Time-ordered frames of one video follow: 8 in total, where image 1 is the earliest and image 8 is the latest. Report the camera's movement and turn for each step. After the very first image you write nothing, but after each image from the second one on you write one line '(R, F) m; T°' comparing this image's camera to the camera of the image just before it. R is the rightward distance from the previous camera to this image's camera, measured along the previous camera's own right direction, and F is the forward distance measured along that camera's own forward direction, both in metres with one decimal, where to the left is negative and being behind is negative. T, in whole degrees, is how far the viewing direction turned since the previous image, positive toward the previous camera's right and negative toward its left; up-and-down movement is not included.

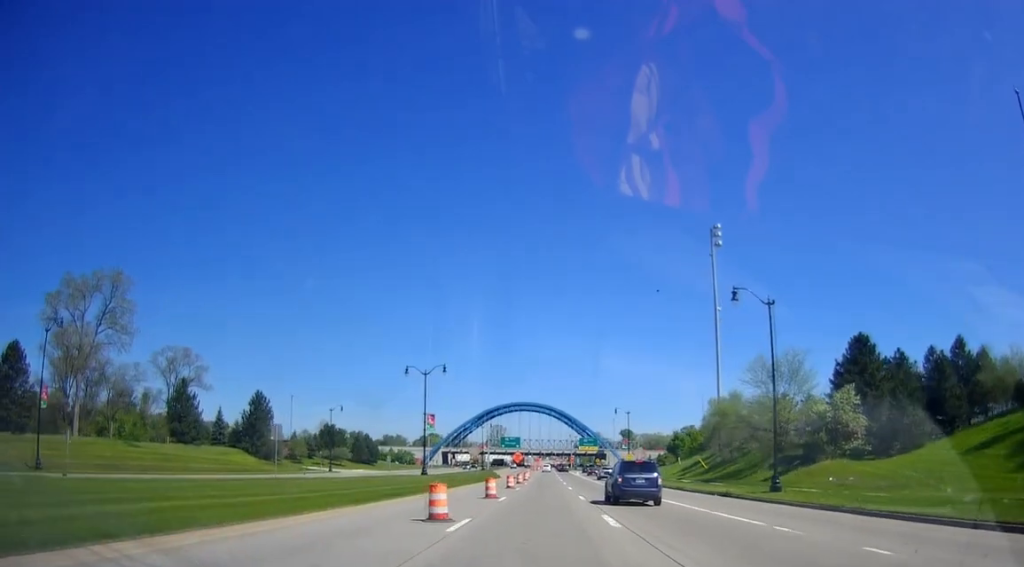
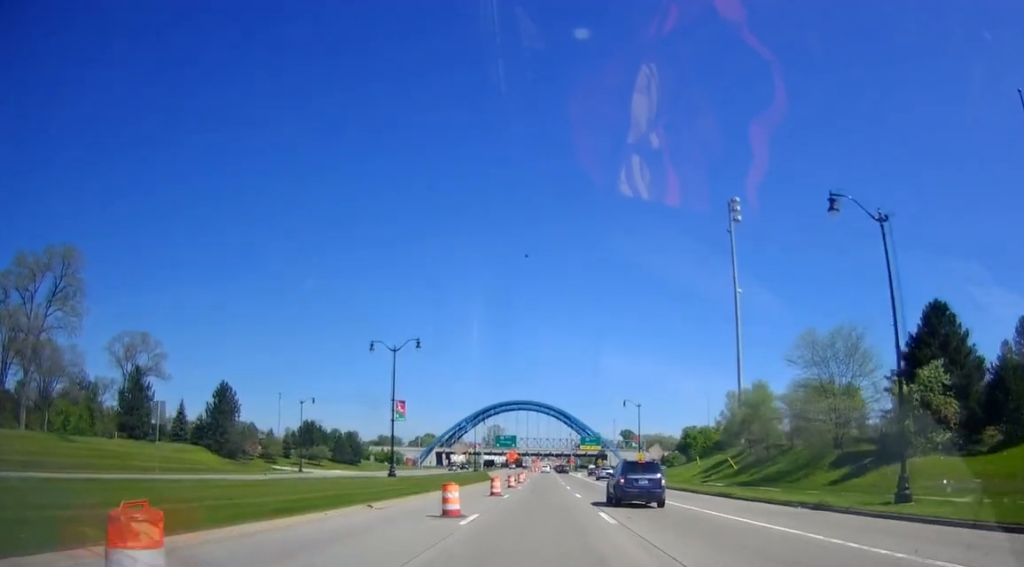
(+0.5, +13.1) m; +2°
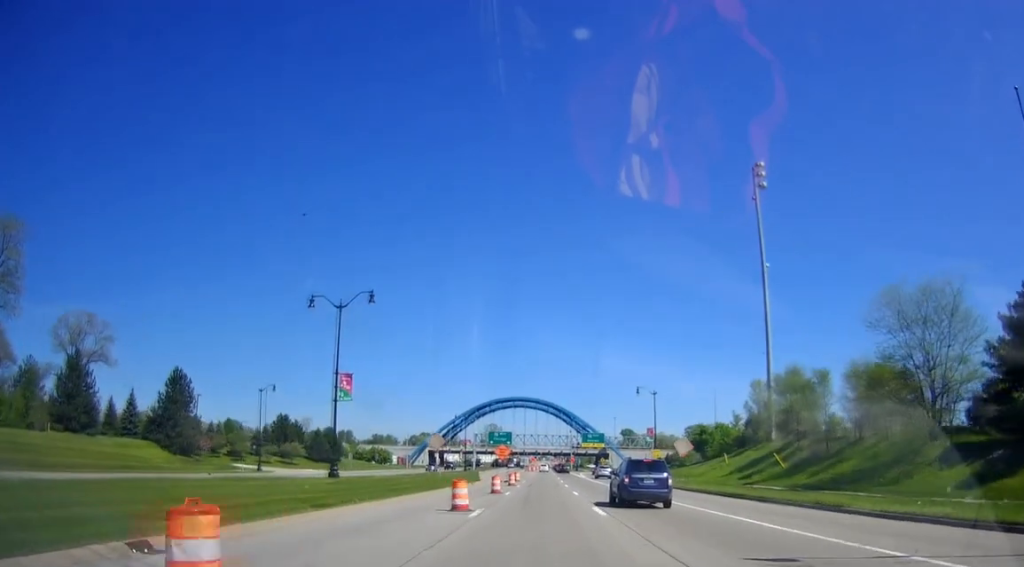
(+0.1, +14.4) m; 0°
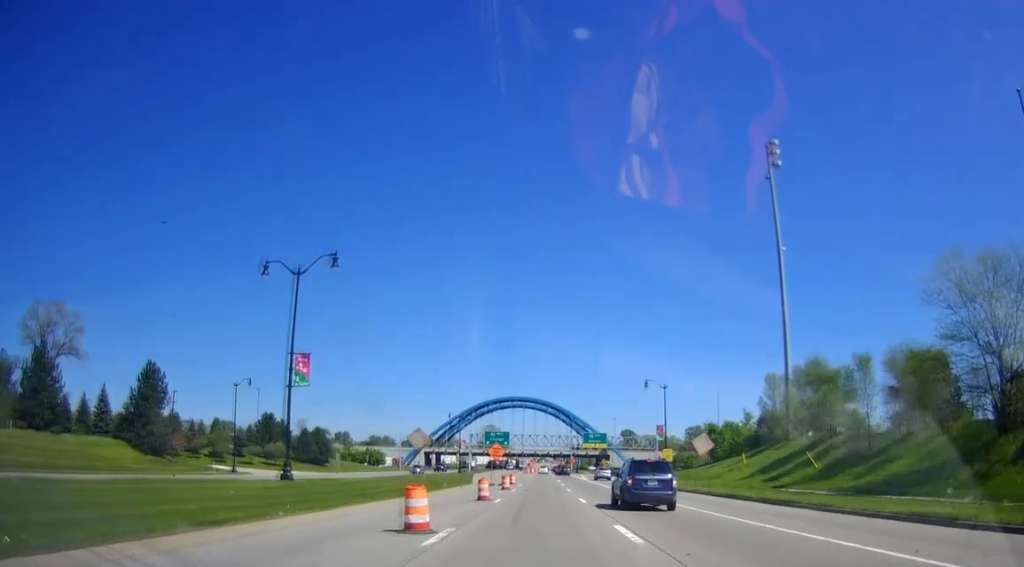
(0.0, +7.2) m; 0°
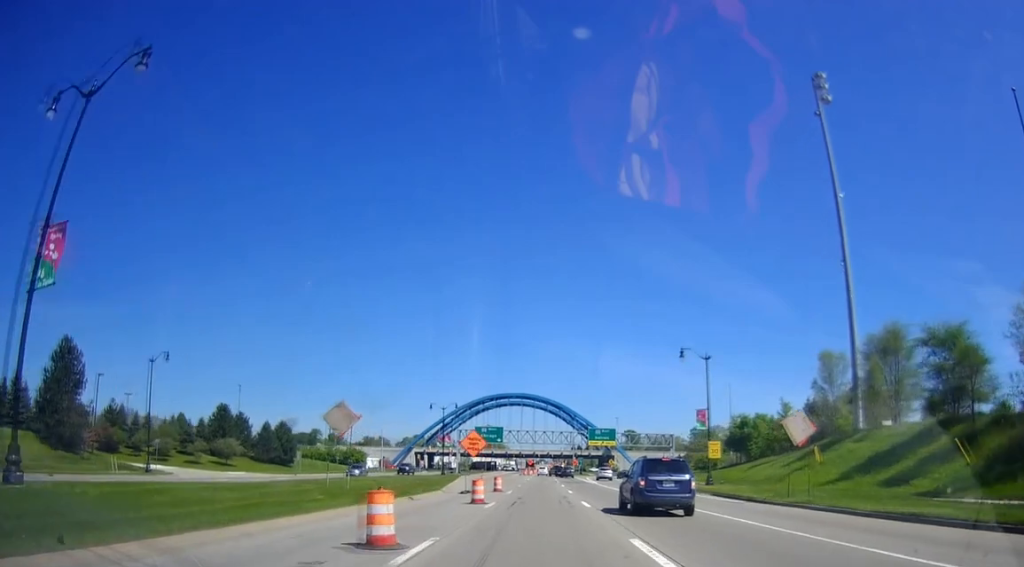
(0.0, +18.9) m; 0°
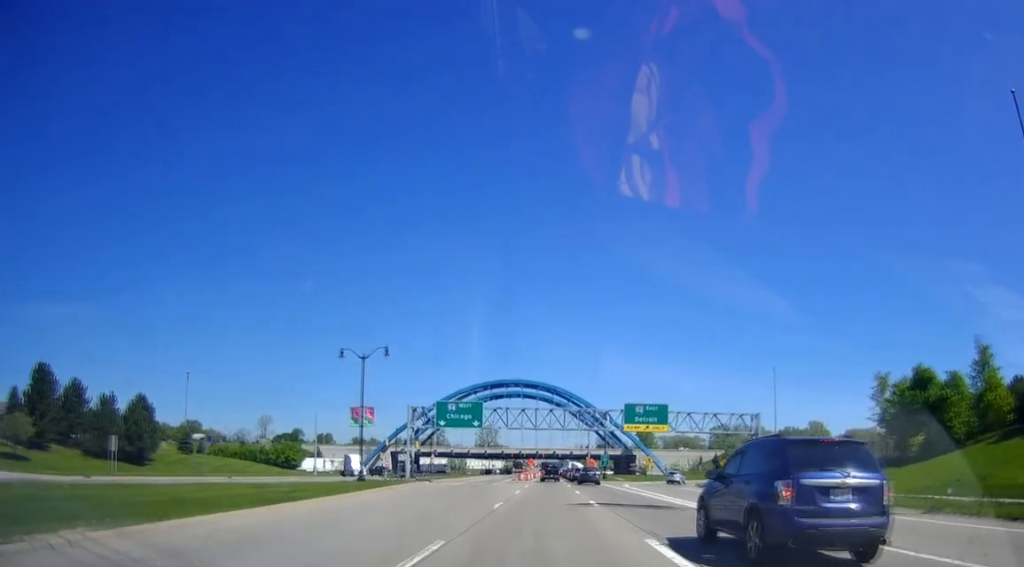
(0.0, +44.9) m; 0°
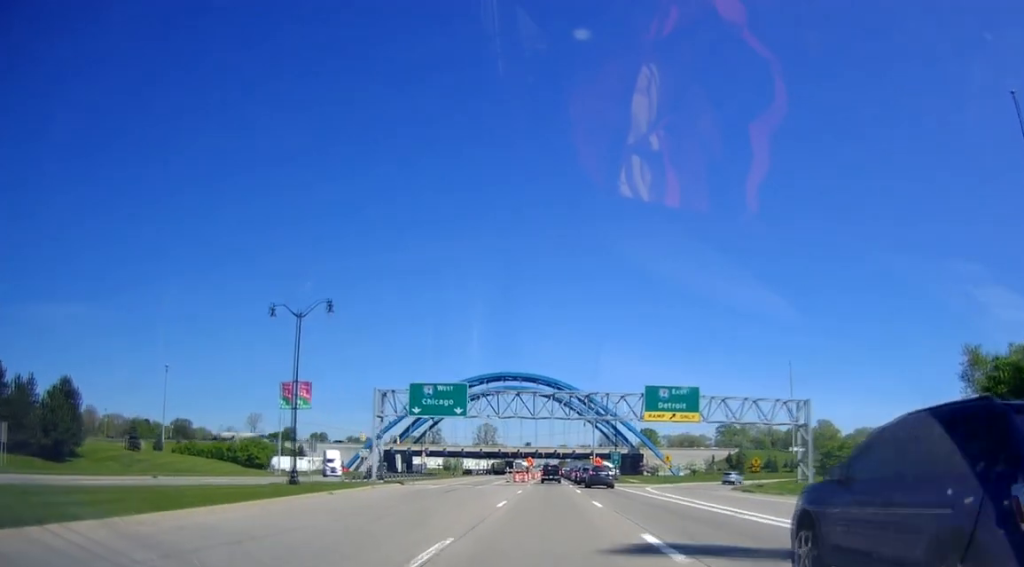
(0.0, +13.9) m; 0°
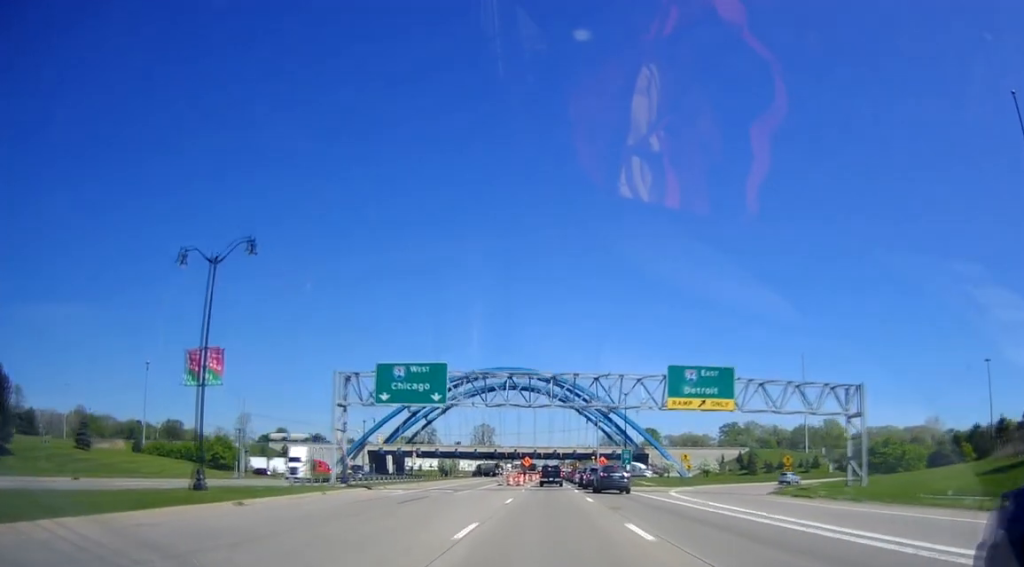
(0.0, +10.4) m; 0°
